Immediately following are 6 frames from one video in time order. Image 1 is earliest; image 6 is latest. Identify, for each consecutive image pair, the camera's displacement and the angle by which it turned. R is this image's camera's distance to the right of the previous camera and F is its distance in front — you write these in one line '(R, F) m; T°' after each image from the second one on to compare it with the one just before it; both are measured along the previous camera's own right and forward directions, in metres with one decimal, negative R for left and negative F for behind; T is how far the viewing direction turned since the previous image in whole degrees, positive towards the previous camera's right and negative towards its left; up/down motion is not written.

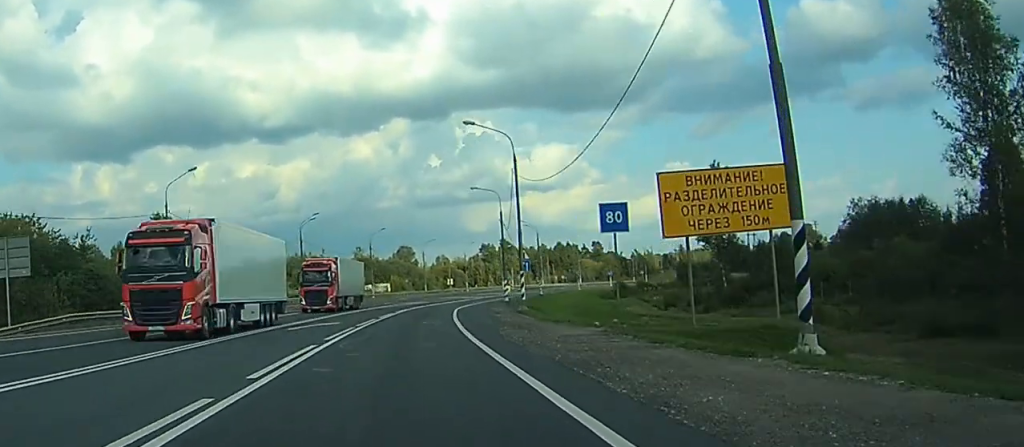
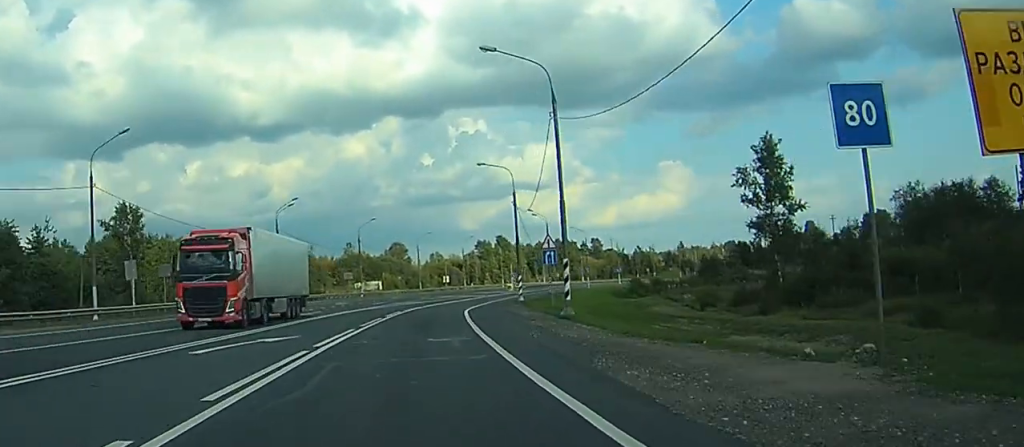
(+0.1, +15.8) m; 0°
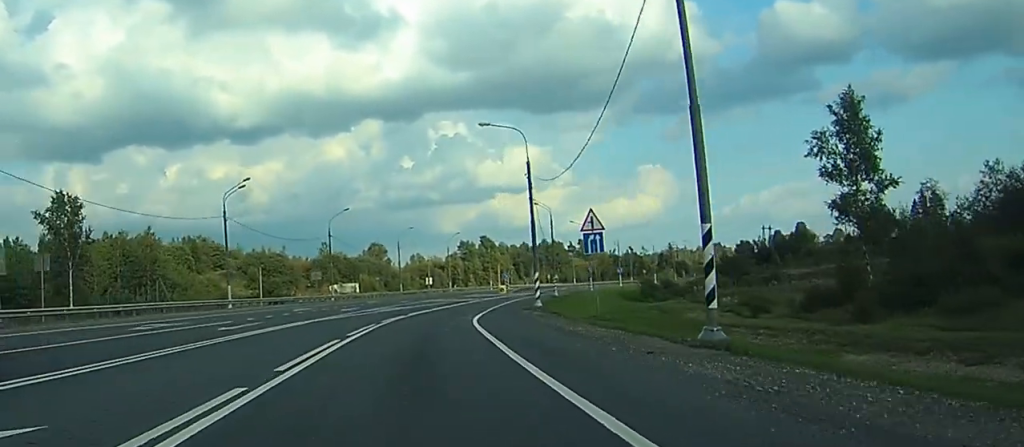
(+0.1, +19.4) m; +1°
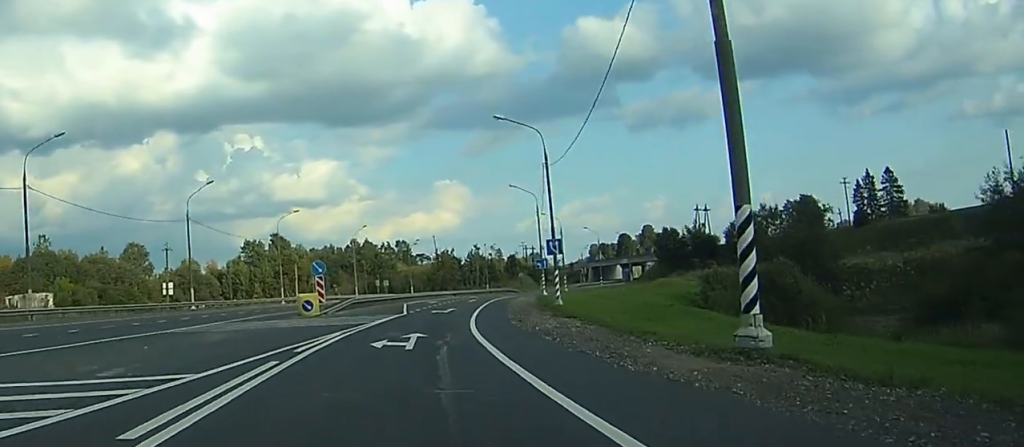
(+8.8, +93.0) m; +12°
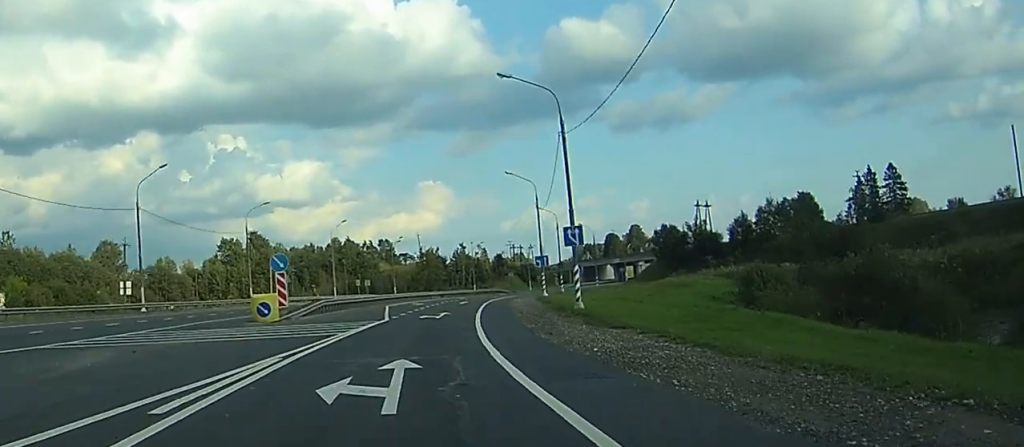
(0.0, +10.4) m; +1°
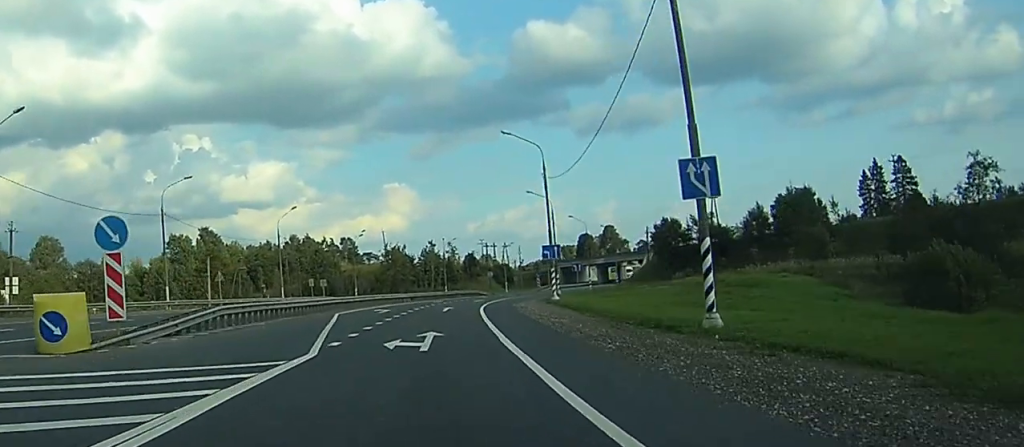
(+0.6, +21.2) m; +3°
